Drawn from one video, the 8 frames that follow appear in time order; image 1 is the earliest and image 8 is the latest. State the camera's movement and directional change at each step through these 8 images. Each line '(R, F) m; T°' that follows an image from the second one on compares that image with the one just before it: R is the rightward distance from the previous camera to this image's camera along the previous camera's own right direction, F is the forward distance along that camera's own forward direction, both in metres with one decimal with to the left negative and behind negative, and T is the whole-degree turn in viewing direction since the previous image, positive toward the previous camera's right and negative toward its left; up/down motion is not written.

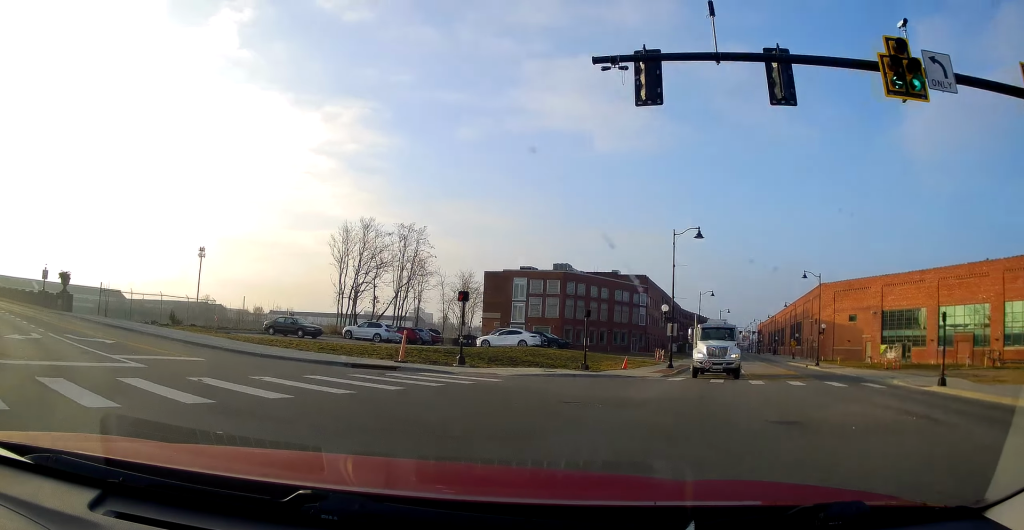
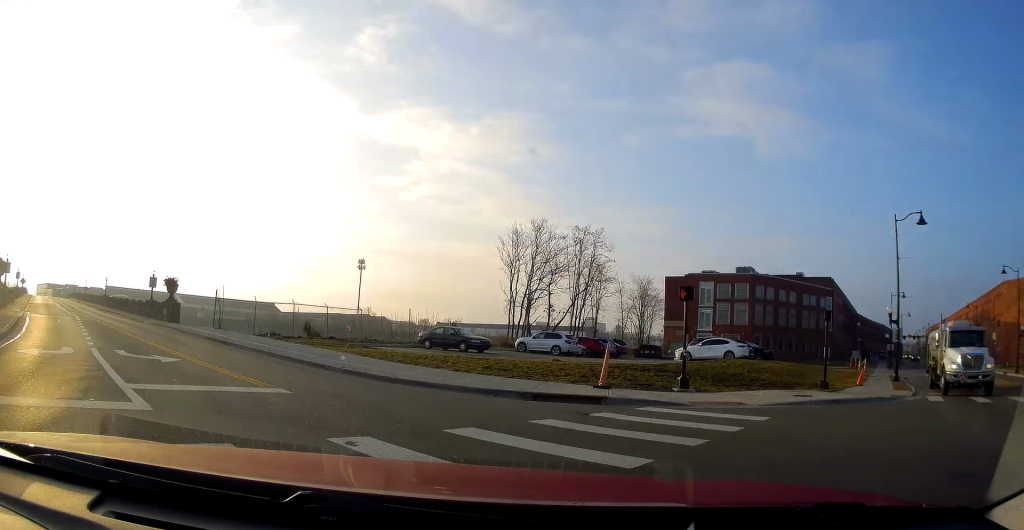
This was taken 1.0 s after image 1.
(-0.6, +6.3) m; -18°
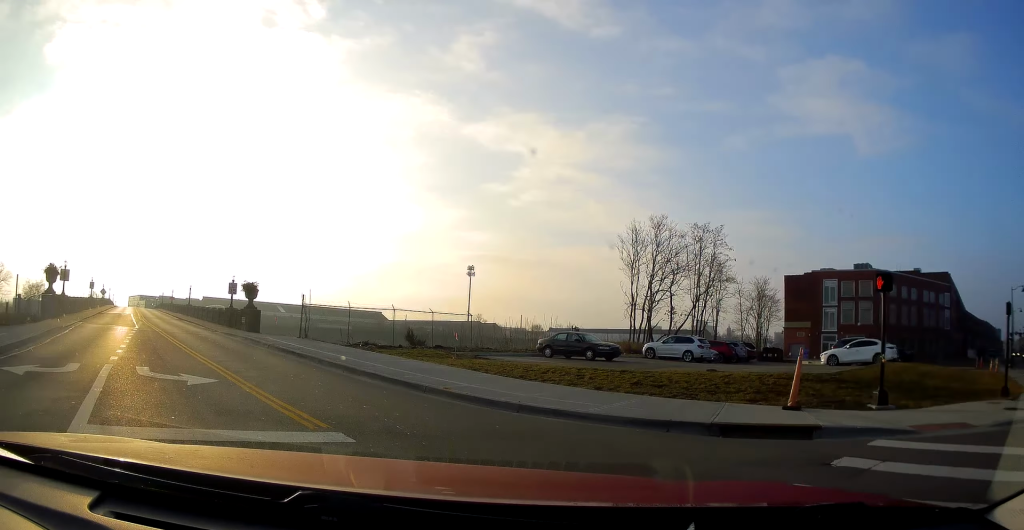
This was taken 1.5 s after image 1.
(-0.7, +4.2) m; -11°
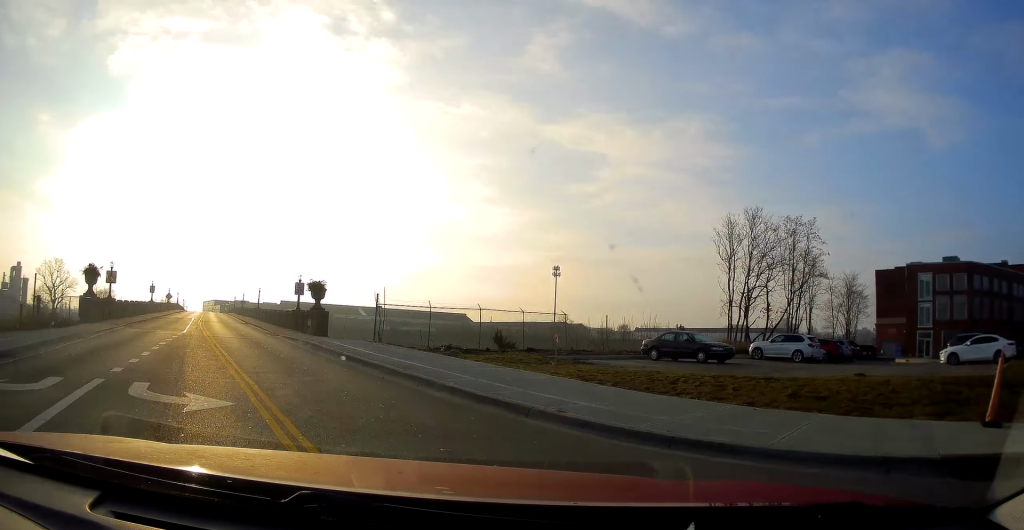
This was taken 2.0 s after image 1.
(-0.2, +3.3) m; -8°
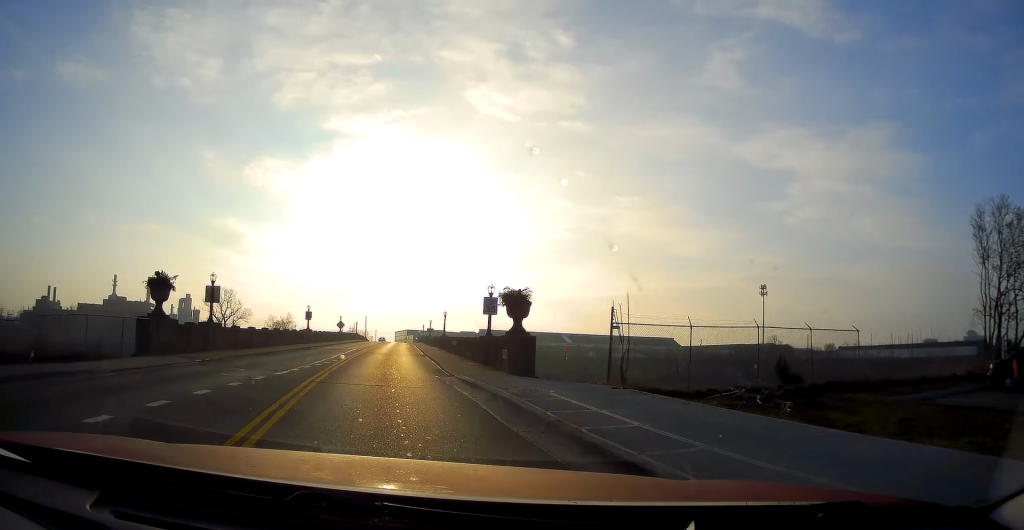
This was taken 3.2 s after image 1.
(-1.6, +10.3) m; -16°
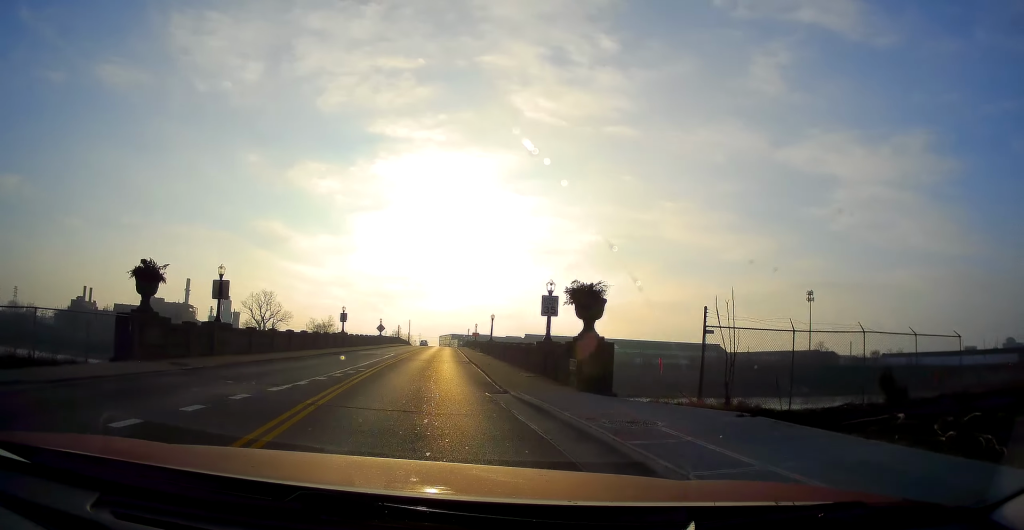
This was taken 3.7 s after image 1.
(-0.1, +3.8) m; -6°
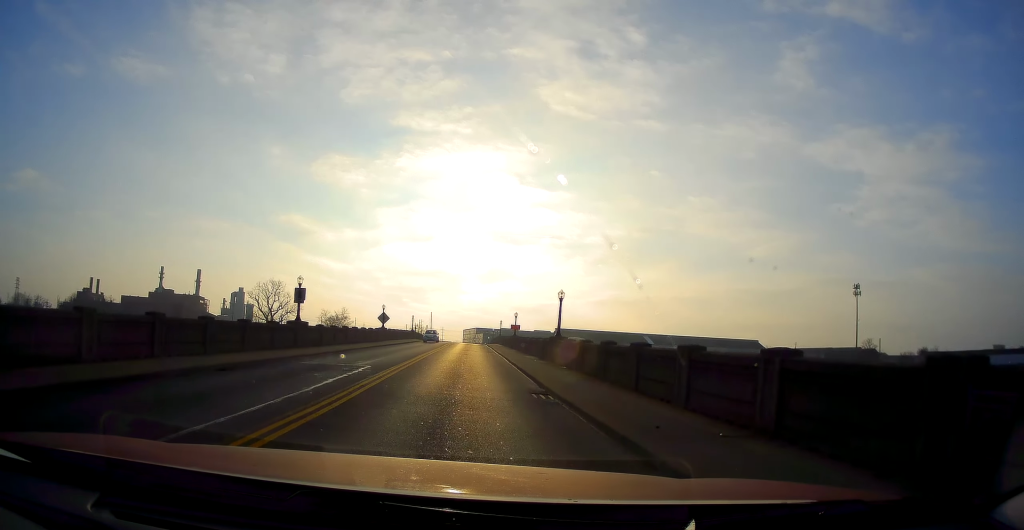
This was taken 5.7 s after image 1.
(-2.5, +21.2) m; -11°
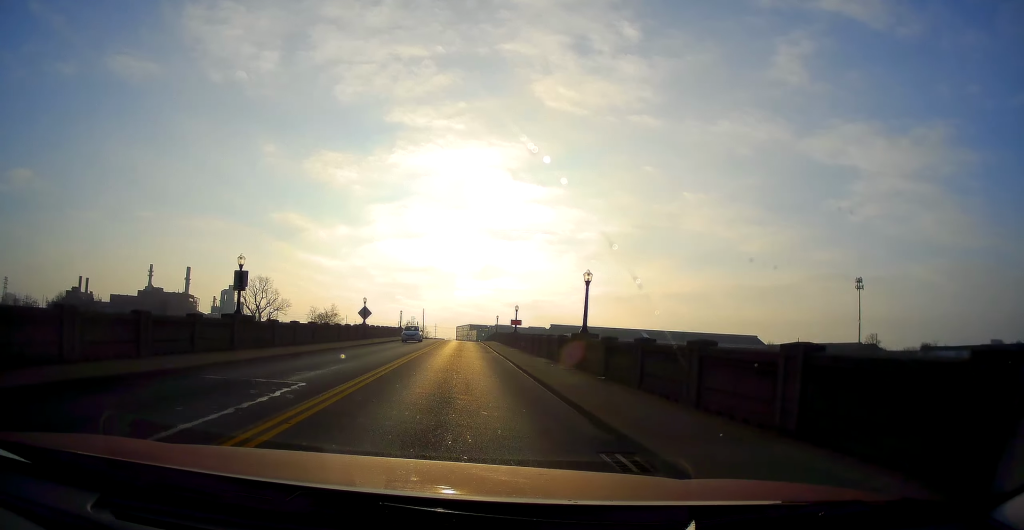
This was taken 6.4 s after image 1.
(-0.4, +7.5) m; -1°
